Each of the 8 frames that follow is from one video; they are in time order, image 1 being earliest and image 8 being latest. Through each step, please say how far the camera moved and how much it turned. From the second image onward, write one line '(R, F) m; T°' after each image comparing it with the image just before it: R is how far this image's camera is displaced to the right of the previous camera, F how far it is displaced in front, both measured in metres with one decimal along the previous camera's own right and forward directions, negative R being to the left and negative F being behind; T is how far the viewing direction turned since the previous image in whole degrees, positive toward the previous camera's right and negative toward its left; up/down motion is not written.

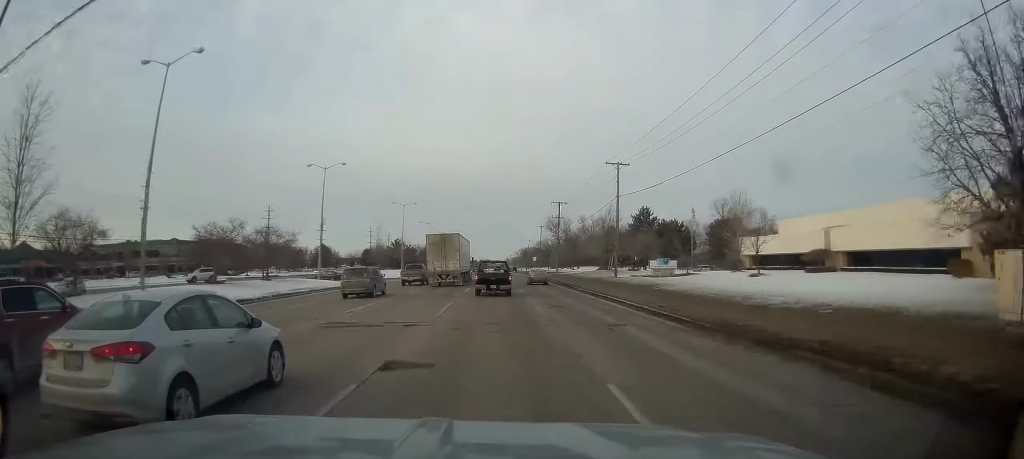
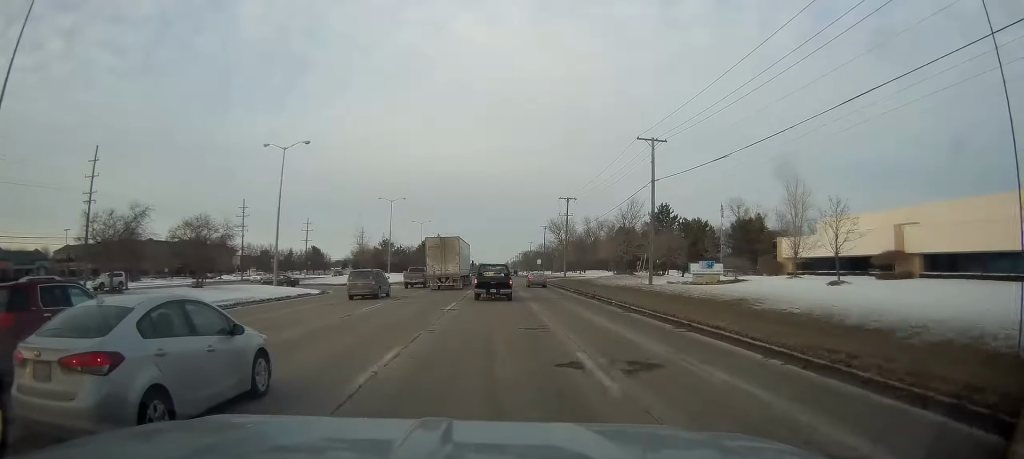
(+0.1, +16.4) m; 0°
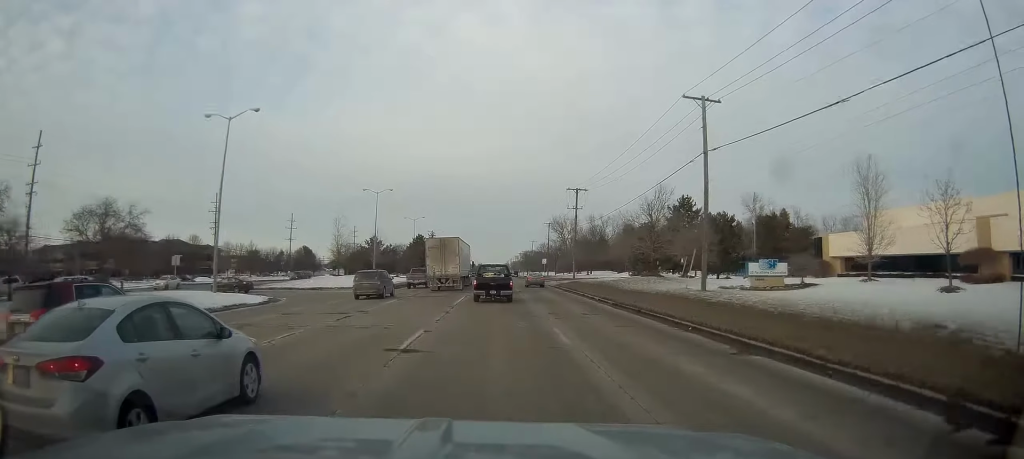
(-0.2, +13.8) m; 0°
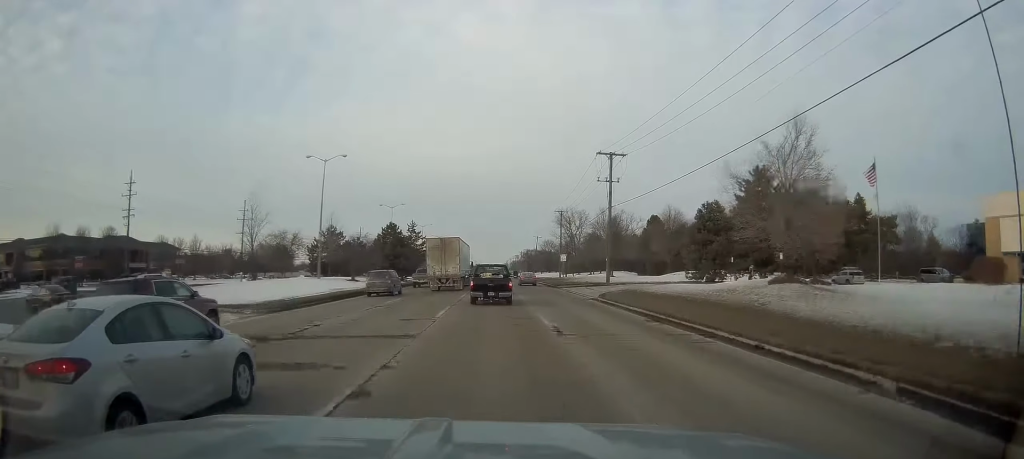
(+0.4, +29.9) m; +1°
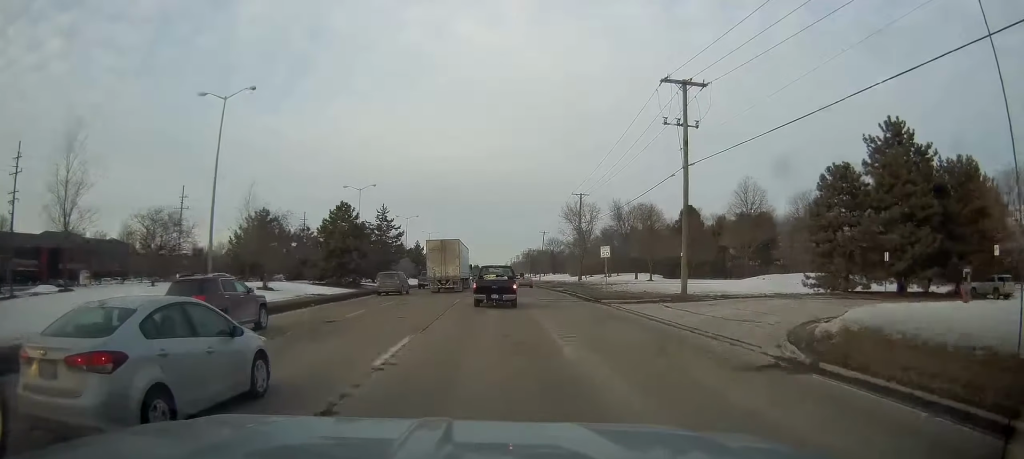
(-0.3, +24.5) m; -1°
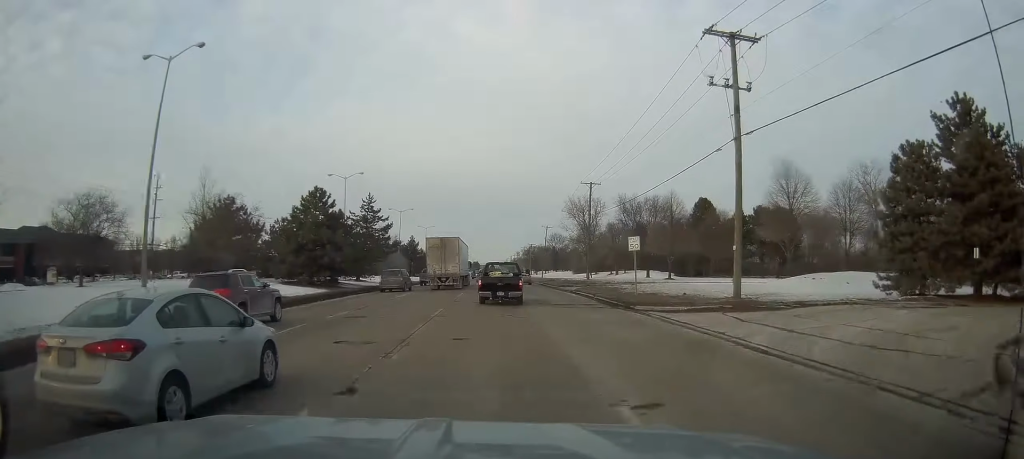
(0.0, +7.9) m; 0°
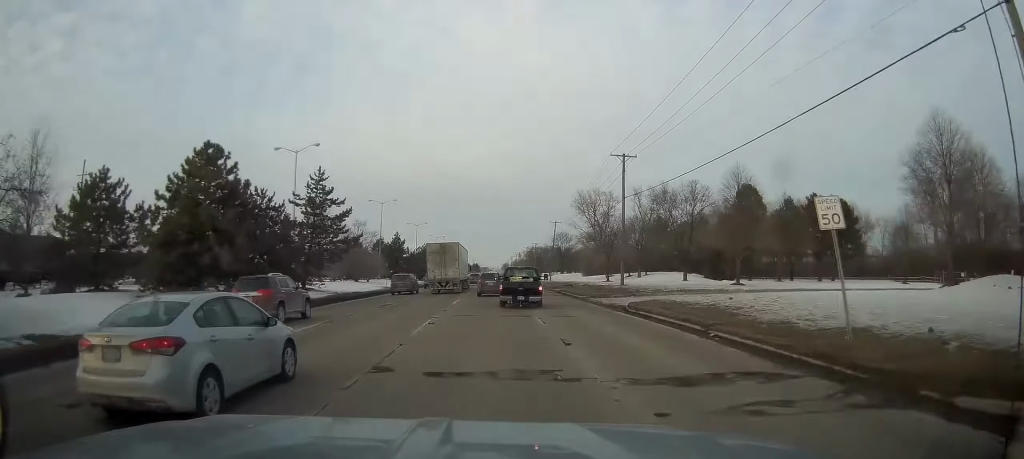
(-0.2, +18.3) m; 0°
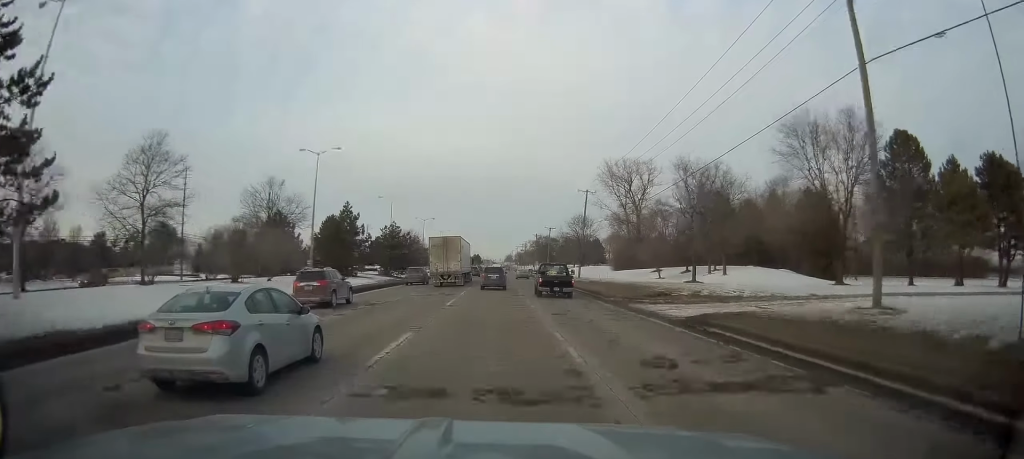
(+0.4, +36.1) m; 0°
